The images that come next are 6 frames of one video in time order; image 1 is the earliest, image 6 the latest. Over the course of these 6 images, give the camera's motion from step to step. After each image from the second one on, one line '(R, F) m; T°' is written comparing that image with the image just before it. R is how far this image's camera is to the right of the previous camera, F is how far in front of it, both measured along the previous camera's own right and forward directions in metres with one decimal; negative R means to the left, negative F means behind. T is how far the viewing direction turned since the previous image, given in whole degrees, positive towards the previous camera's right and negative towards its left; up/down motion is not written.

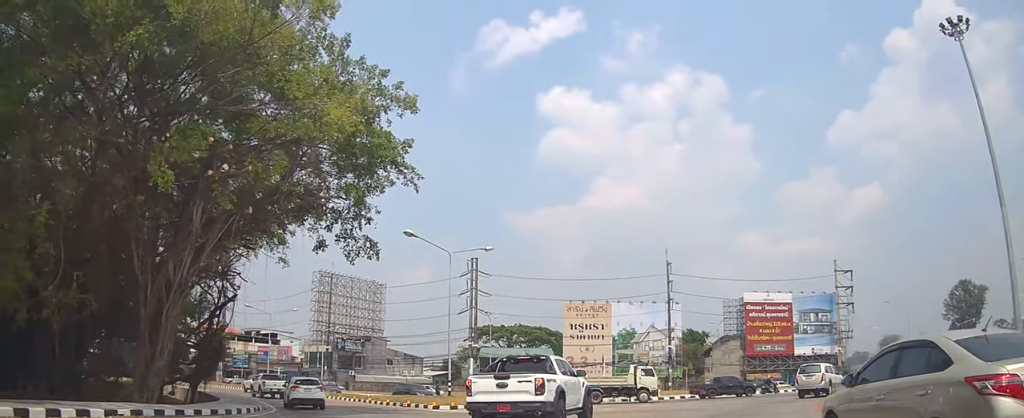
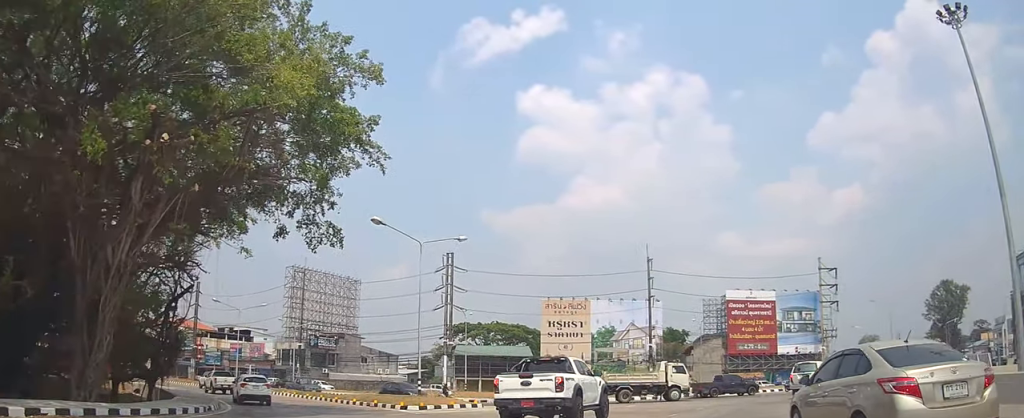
(-0.1, +2.1) m; -2°
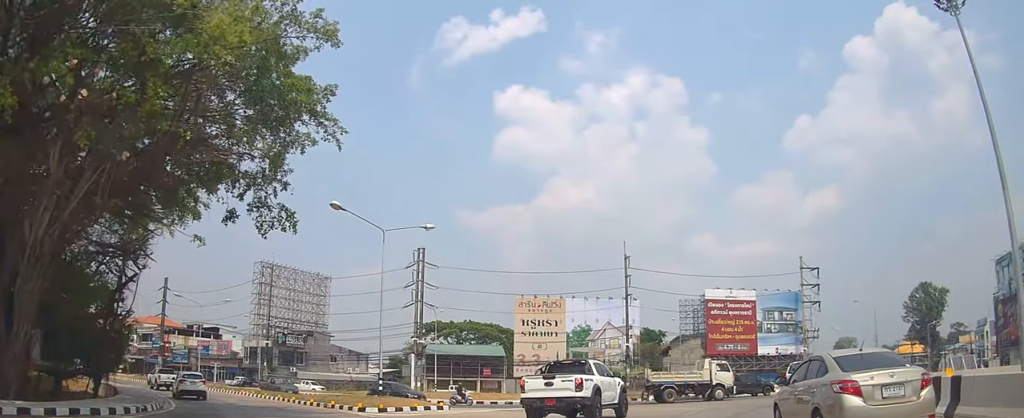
(0.0, +2.5) m; +3°
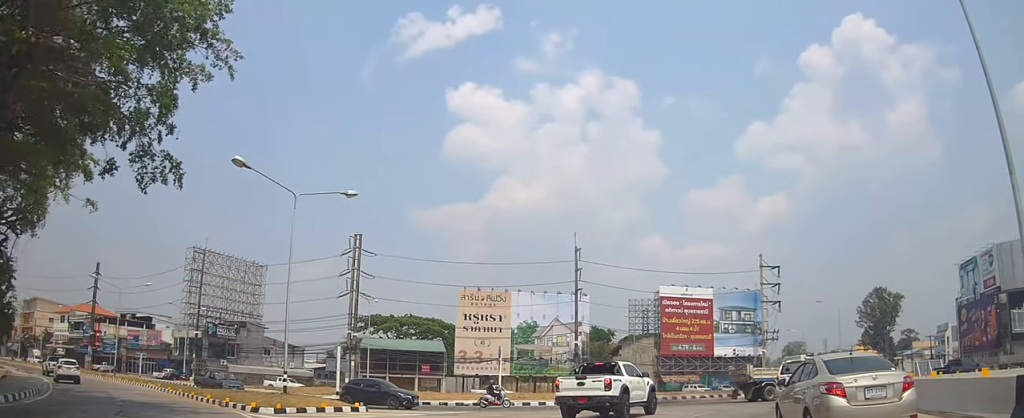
(+0.7, +4.8) m; +15°
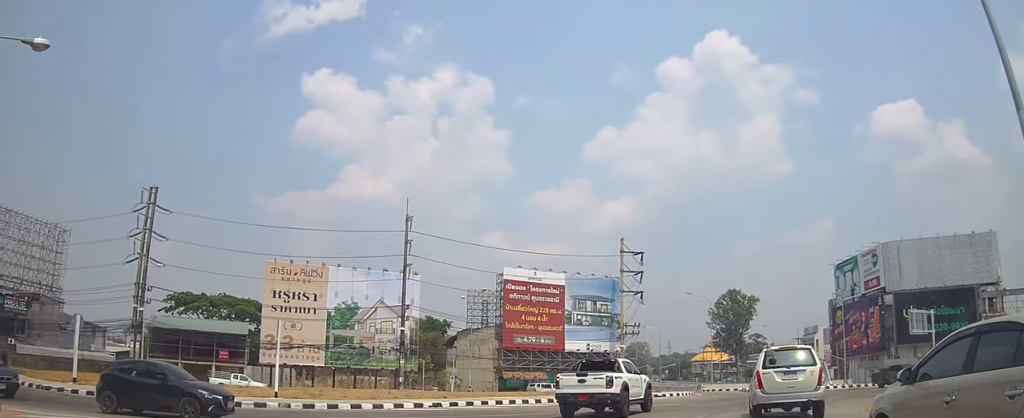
(+2.2, +11.1) m; +13°
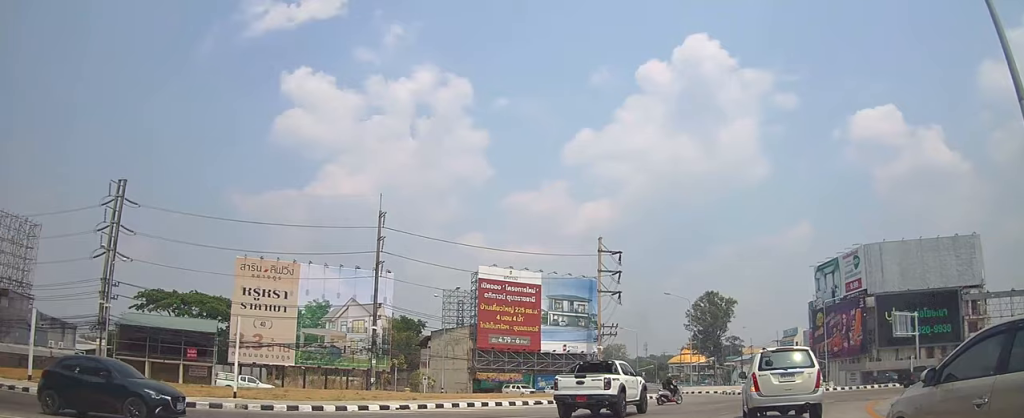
(0.0, +1.6) m; 0°
